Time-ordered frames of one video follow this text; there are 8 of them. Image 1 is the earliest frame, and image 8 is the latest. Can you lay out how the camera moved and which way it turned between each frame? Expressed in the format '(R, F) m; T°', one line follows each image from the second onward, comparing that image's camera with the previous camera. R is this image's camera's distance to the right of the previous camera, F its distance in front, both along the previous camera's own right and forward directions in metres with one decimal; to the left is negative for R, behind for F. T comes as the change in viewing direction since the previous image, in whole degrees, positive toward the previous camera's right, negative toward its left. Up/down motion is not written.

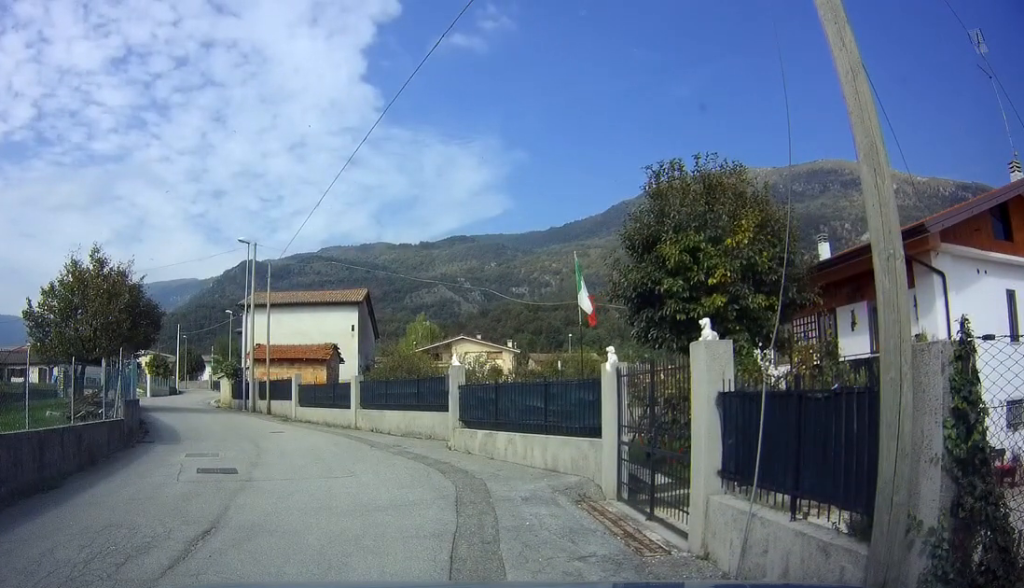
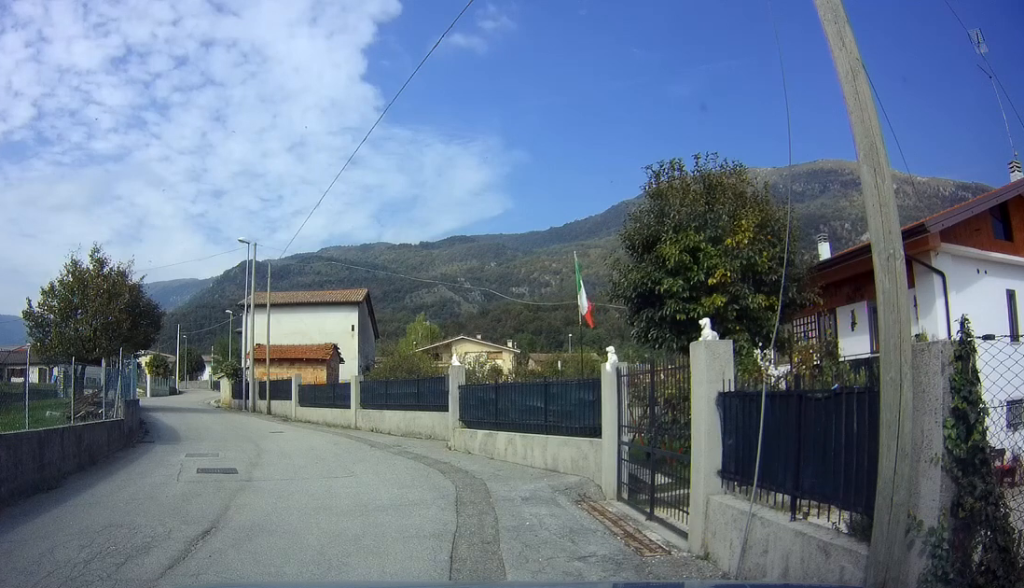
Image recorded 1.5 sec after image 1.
(0.0, +0.3) m; 0°
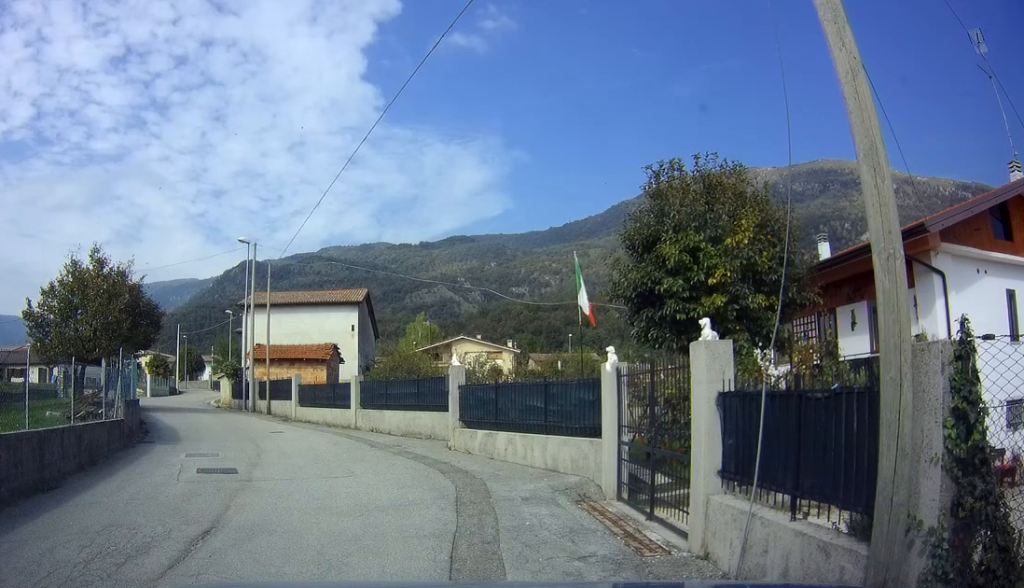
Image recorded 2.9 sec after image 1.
(0.0, 0.0) m; 0°
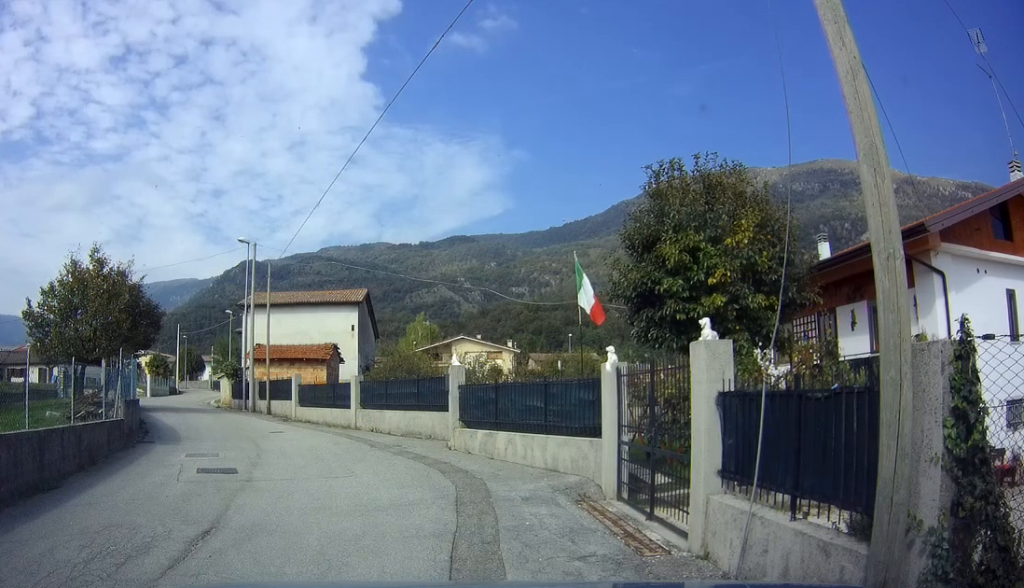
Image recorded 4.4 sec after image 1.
(0.0, 0.0) m; 0°
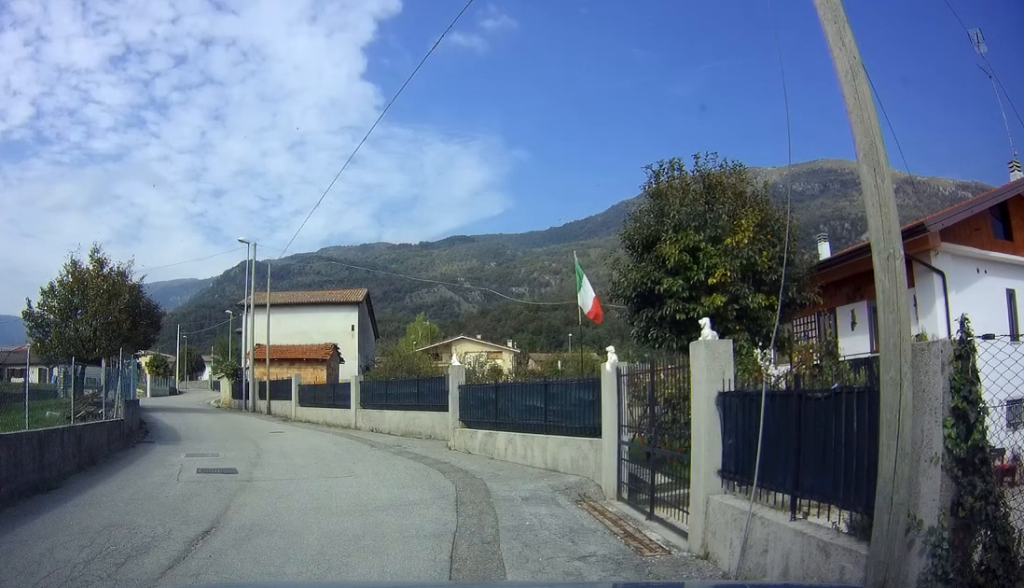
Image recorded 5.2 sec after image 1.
(0.0, 0.0) m; 0°
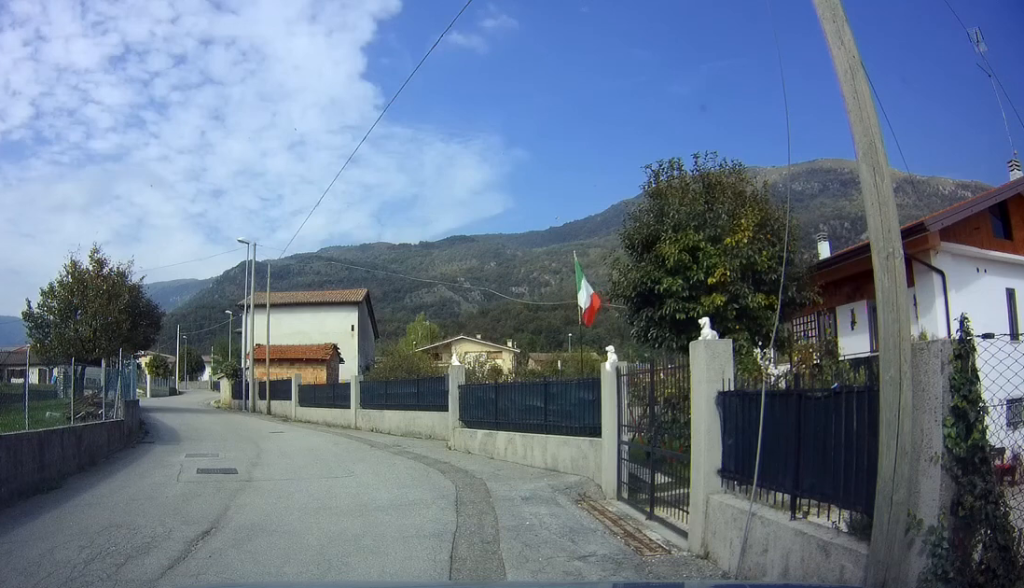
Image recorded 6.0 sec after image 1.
(0.0, 0.0) m; 0°
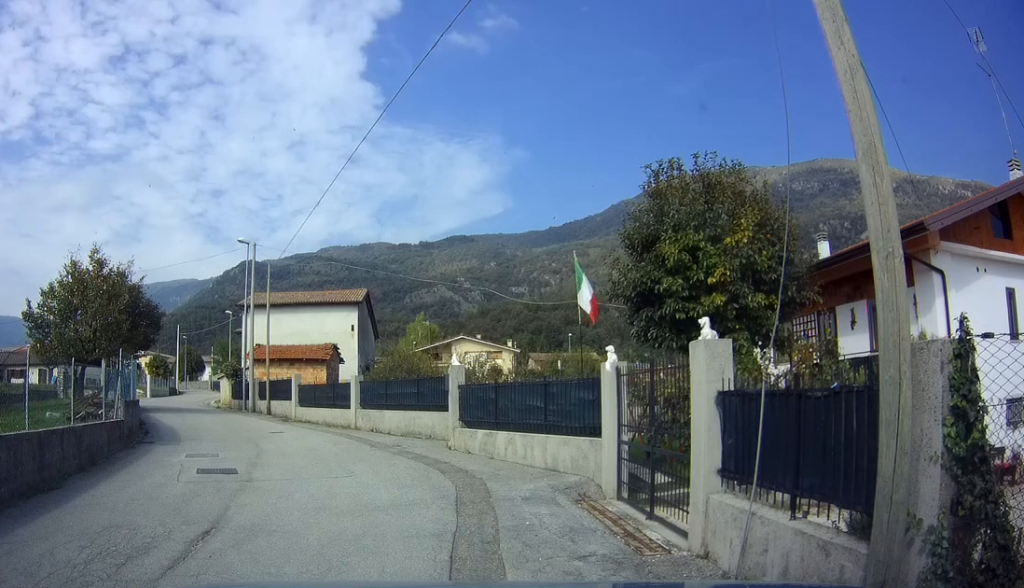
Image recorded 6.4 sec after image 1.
(0.0, 0.0) m; 0°
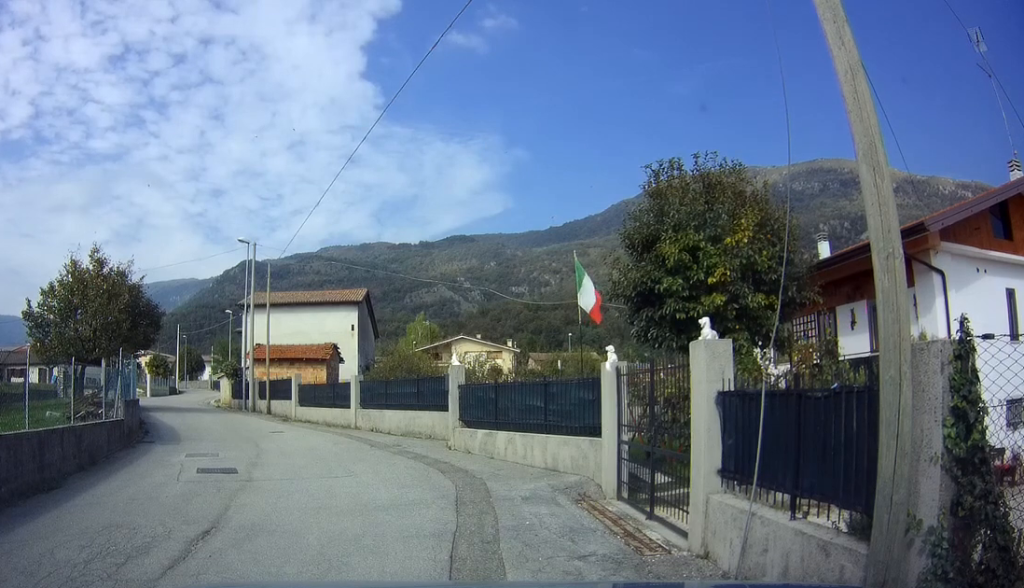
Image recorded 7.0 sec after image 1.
(0.0, 0.0) m; 0°
